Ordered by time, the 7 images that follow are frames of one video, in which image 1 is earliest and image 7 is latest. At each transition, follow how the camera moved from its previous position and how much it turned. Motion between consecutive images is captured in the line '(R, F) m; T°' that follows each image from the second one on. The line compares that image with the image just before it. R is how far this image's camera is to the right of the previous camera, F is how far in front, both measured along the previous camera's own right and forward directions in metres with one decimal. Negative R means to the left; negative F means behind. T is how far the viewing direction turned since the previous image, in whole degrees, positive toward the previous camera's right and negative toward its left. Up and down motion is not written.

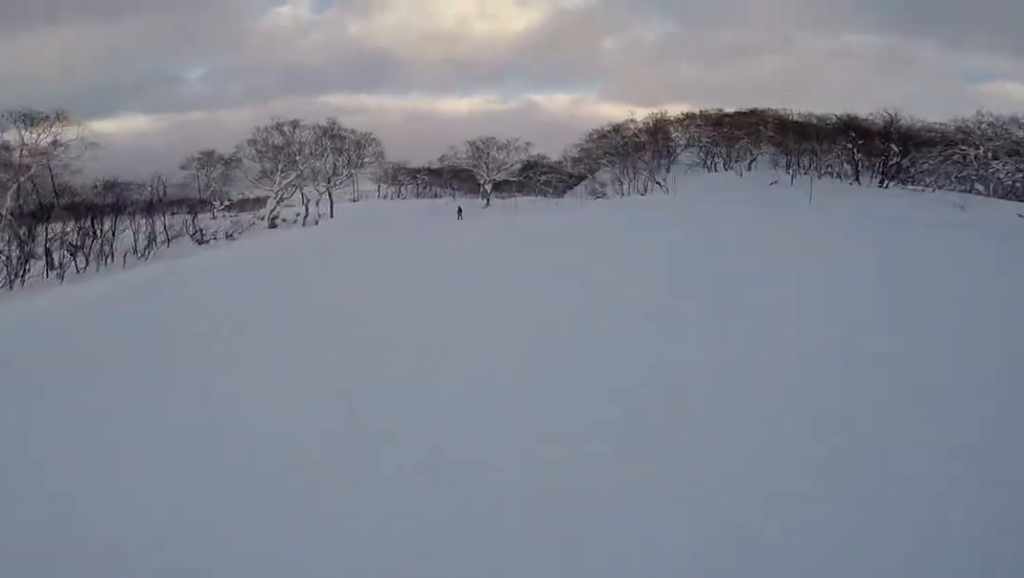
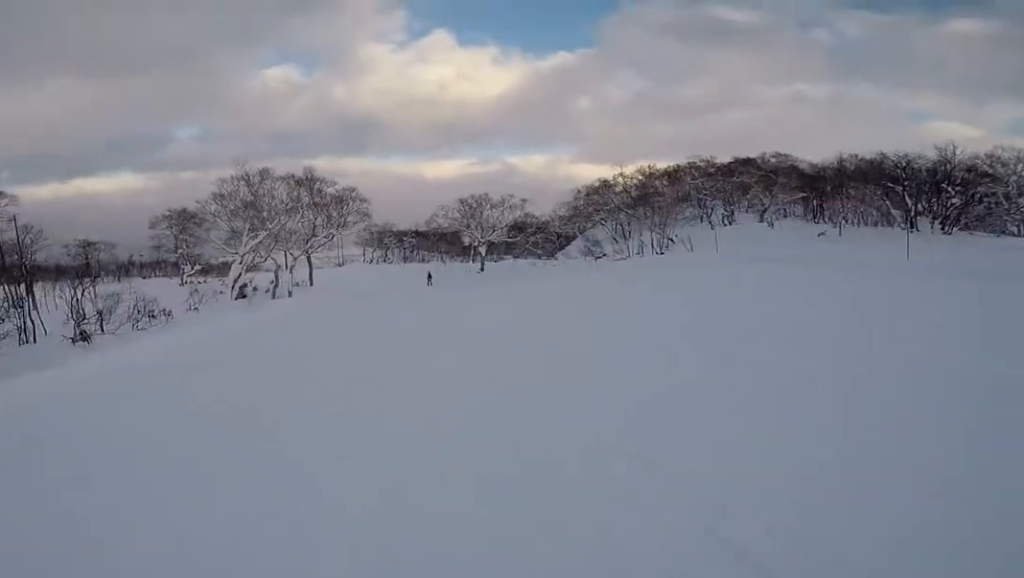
(-0.3, +6.1) m; 0°
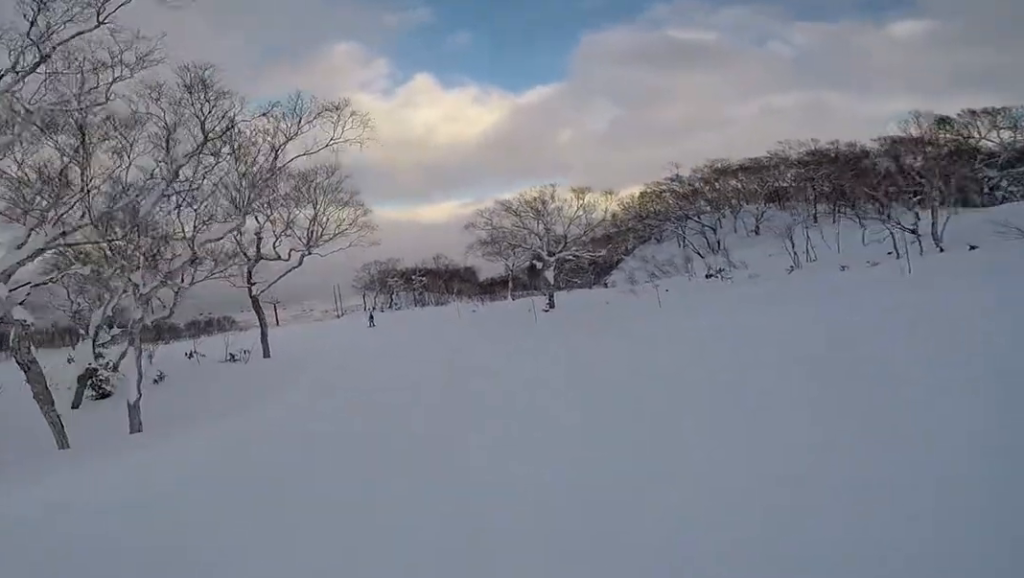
(-0.2, +21.9) m; 0°
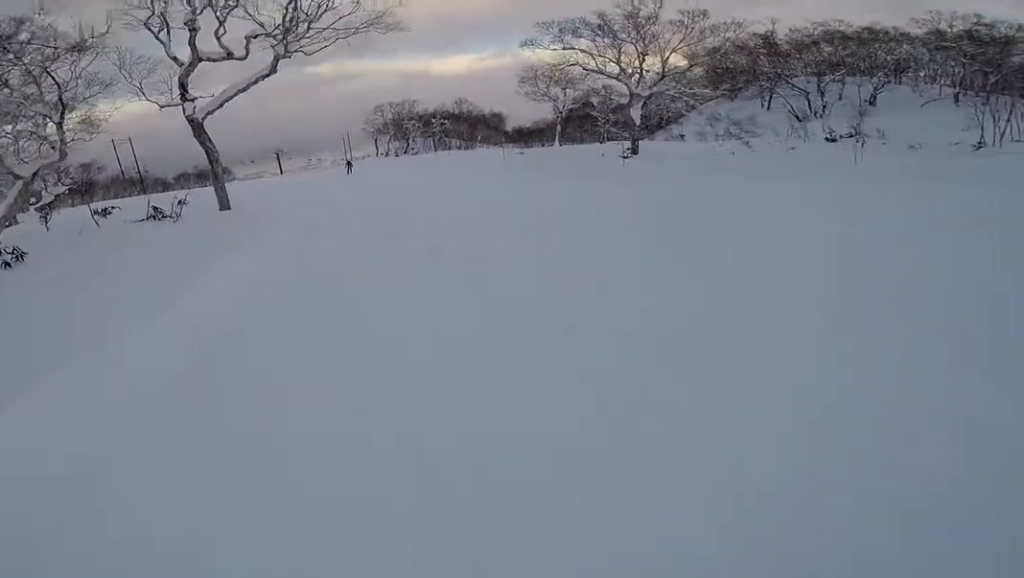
(+0.6, +8.1) m; 0°
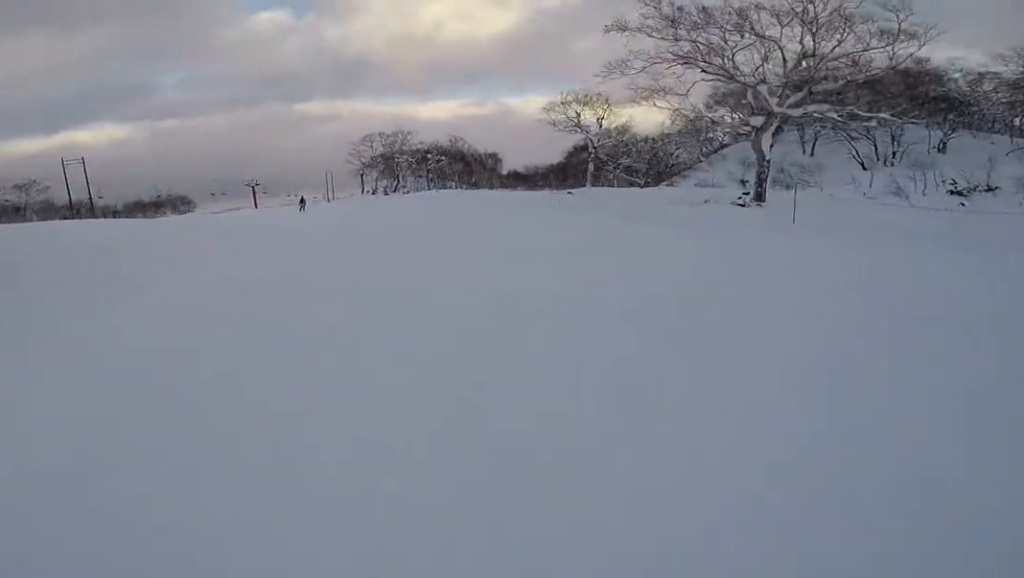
(-0.6, +10.4) m; -5°
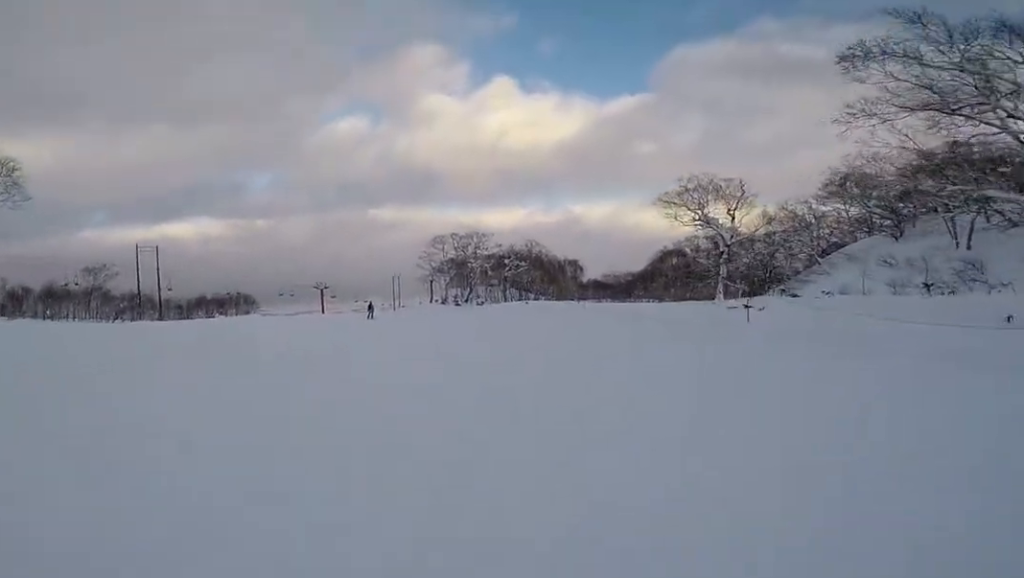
(0.0, +7.0) m; -4°
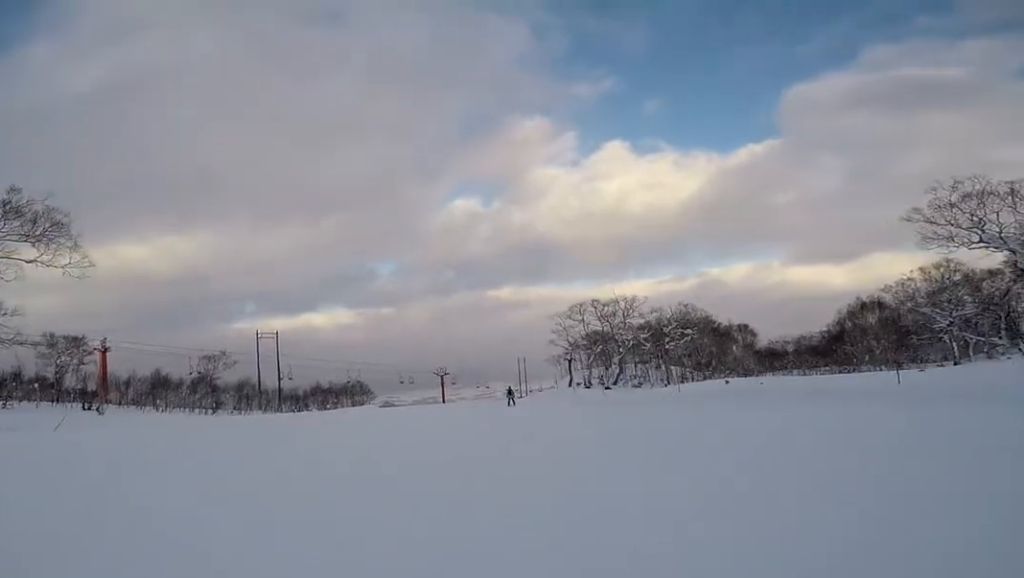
(-0.5, +8.2) m; -2°
